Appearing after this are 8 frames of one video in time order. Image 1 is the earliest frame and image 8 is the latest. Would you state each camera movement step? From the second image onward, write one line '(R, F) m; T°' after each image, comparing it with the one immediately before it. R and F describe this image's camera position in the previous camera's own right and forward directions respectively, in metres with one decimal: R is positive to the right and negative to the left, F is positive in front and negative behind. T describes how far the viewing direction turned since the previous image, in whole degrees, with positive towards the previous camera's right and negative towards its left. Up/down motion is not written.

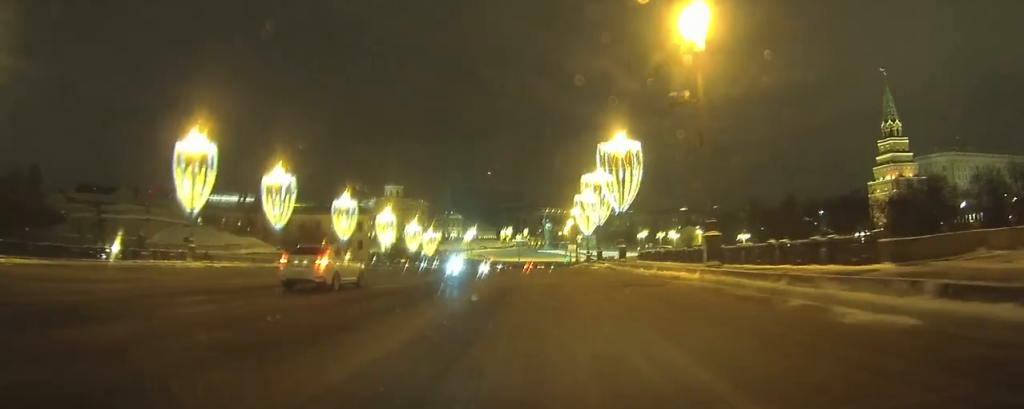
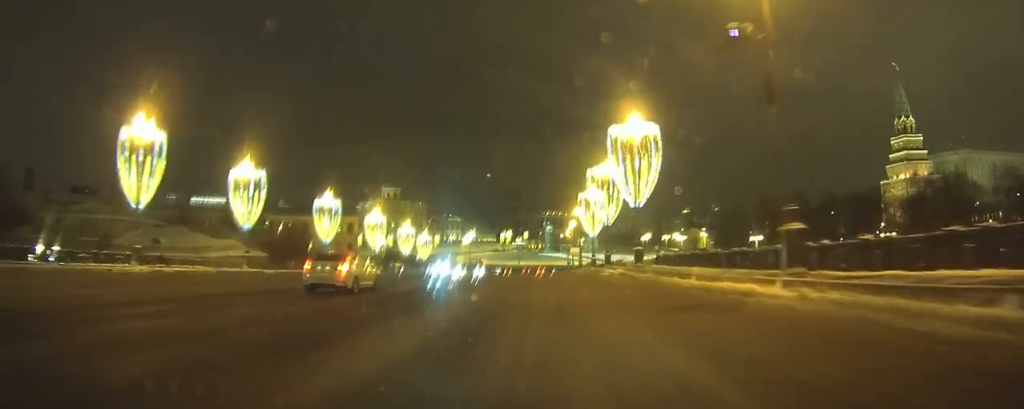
(0.0, +7.4) m; 0°
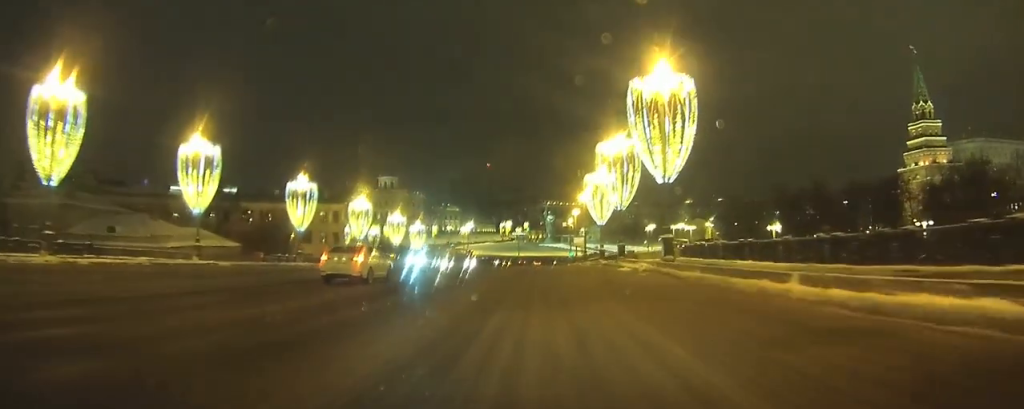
(0.0, +9.2) m; 0°
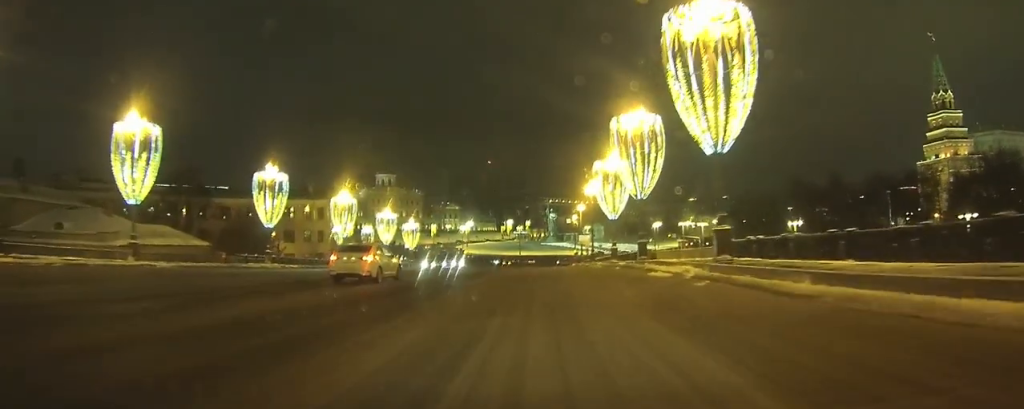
(0.0, +9.0) m; 0°
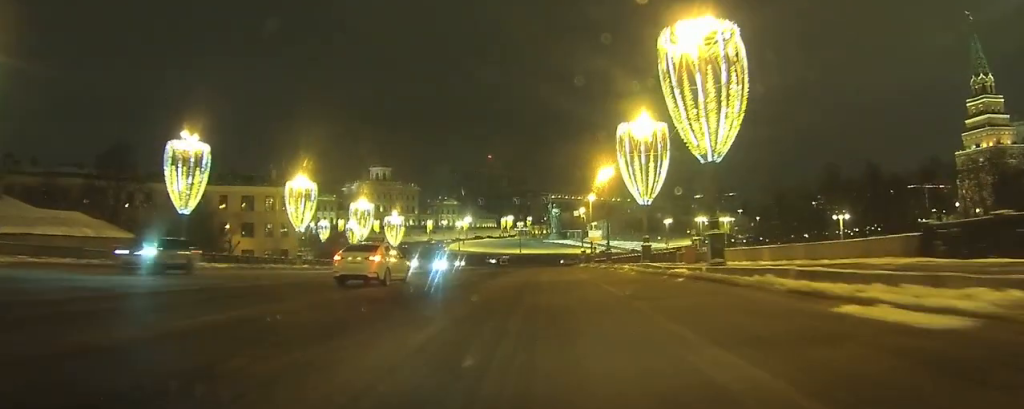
(-0.1, +16.5) m; -1°
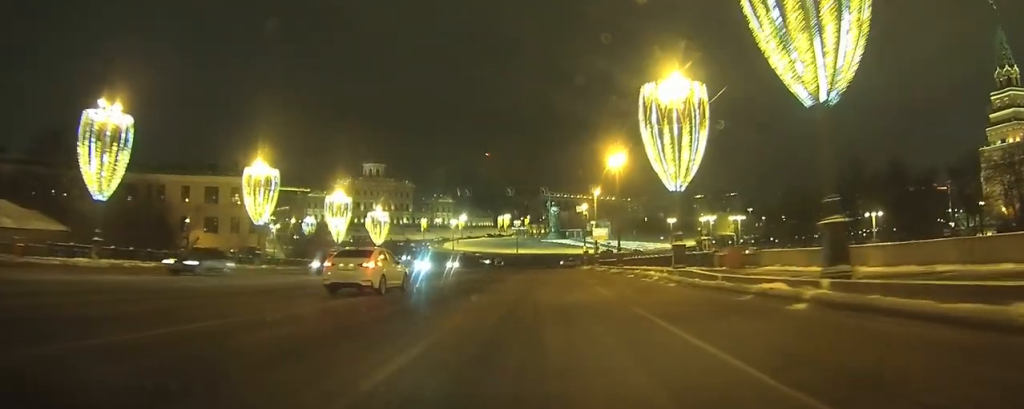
(0.0, +10.2) m; 0°
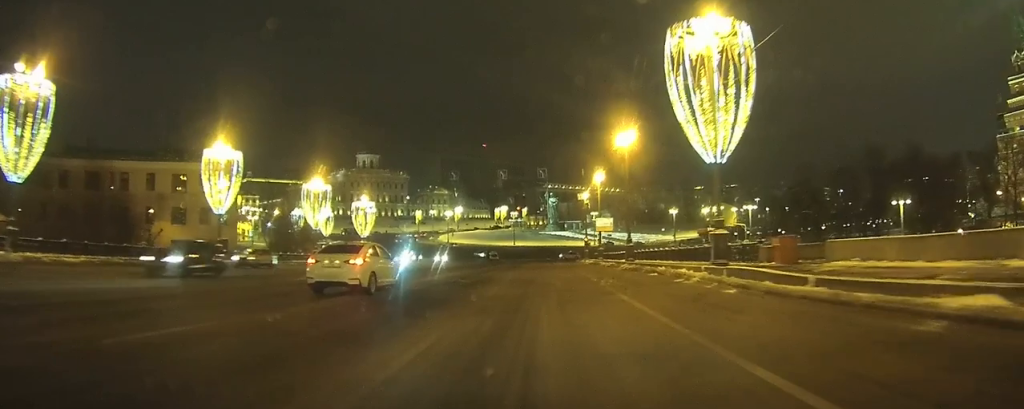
(0.0, +7.2) m; 0°
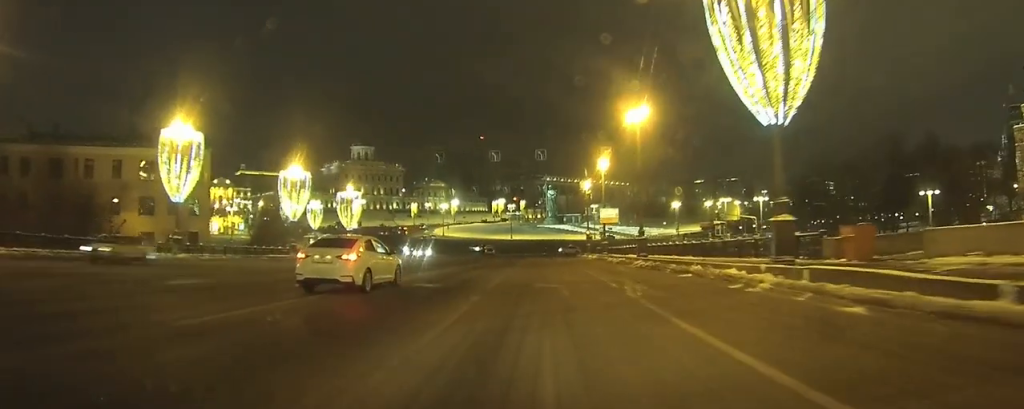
(0.0, +6.3) m; 0°
